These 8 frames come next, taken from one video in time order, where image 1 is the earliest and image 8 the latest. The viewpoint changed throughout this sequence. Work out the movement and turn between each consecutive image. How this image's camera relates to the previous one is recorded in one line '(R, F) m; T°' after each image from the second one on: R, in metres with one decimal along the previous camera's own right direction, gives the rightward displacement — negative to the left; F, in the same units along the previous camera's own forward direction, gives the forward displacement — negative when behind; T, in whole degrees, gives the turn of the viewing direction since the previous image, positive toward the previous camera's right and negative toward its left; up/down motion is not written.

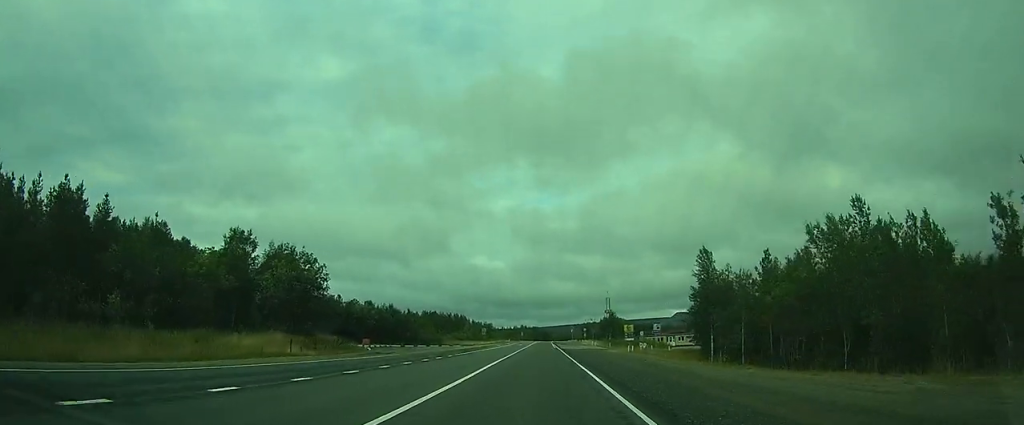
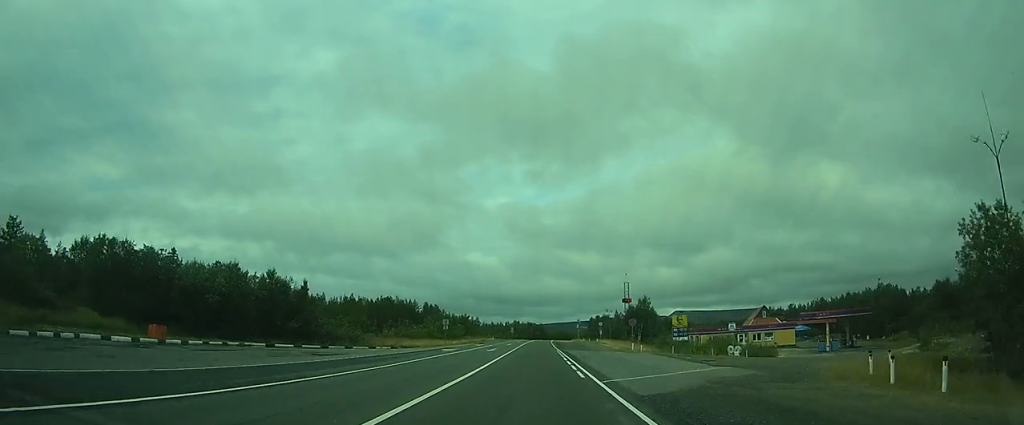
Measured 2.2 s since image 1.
(+0.3, +47.0) m; 0°
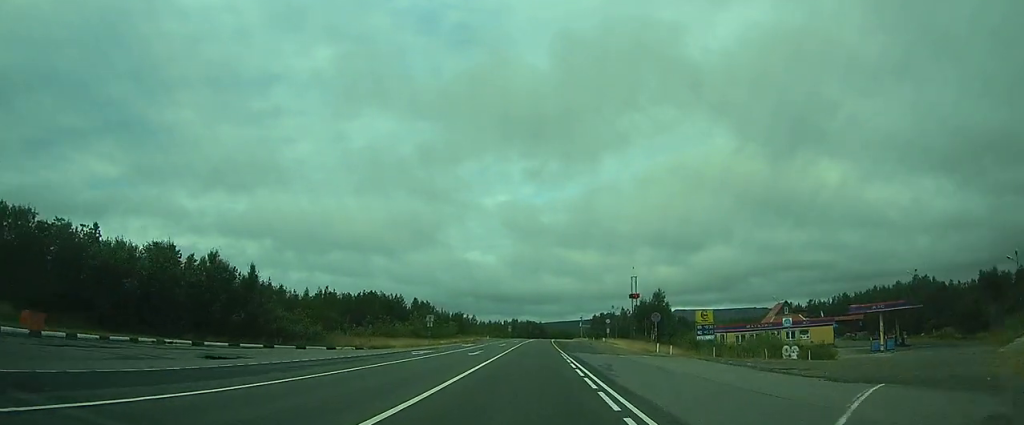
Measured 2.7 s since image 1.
(0.0, +11.3) m; 0°
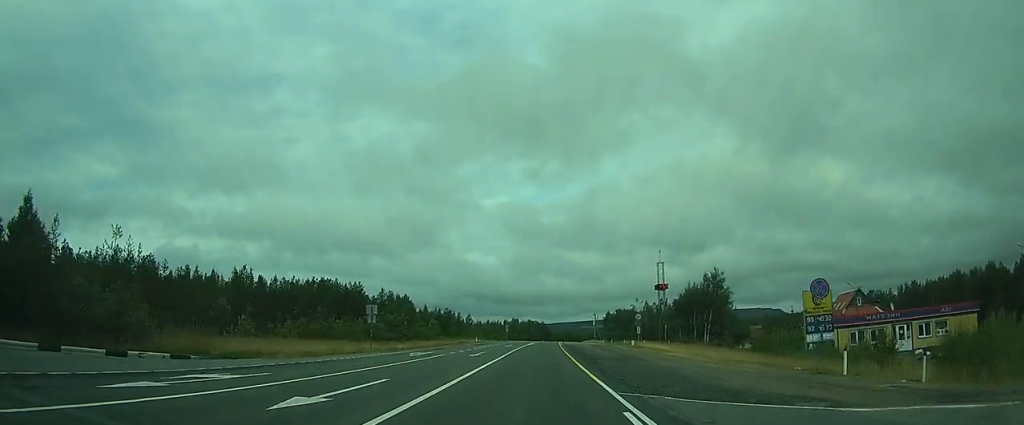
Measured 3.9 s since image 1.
(-0.3, +25.6) m; -1°
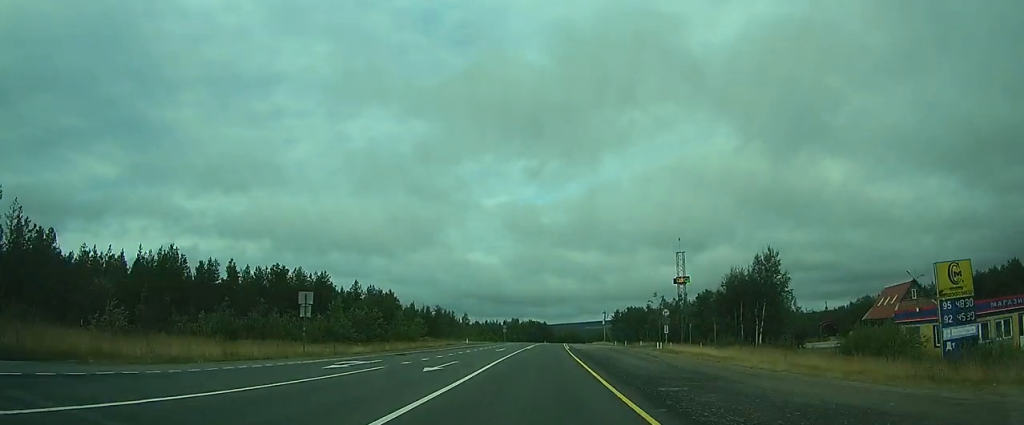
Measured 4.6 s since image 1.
(+0.1, +13.5) m; -1°
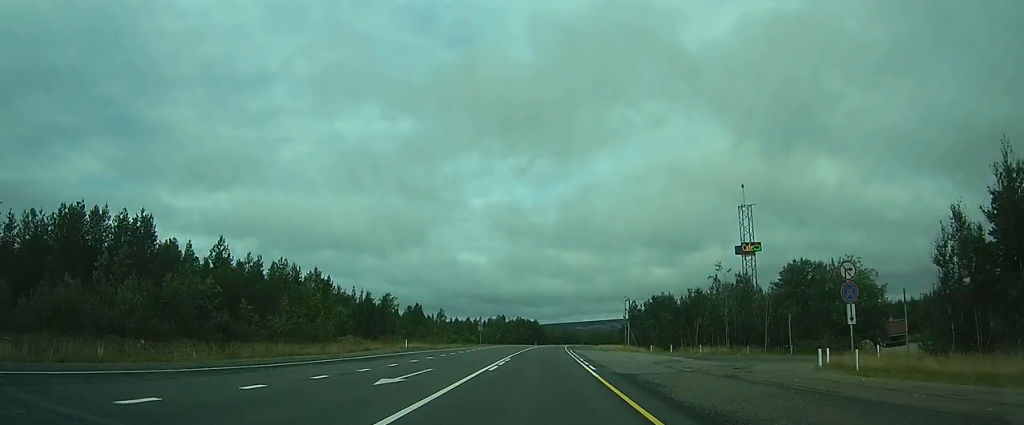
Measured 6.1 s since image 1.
(-0.4, +32.6) m; 0°
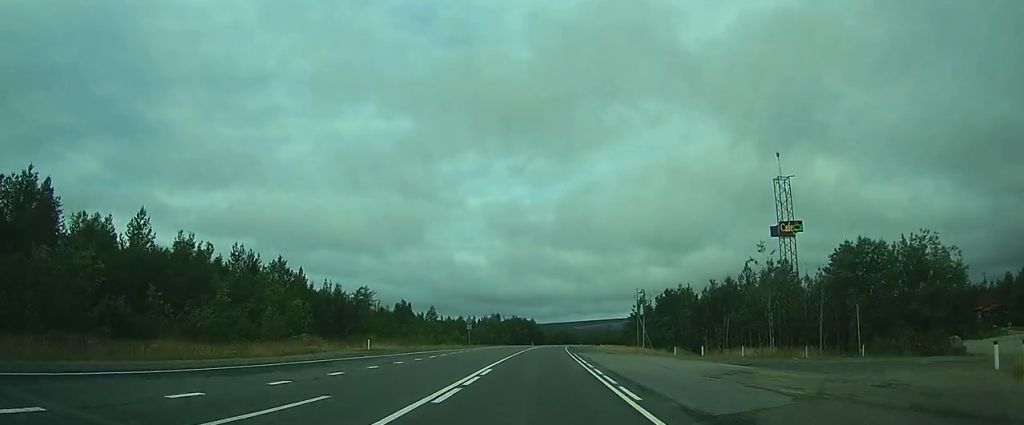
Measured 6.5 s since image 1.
(-0.2, +10.2) m; +1°
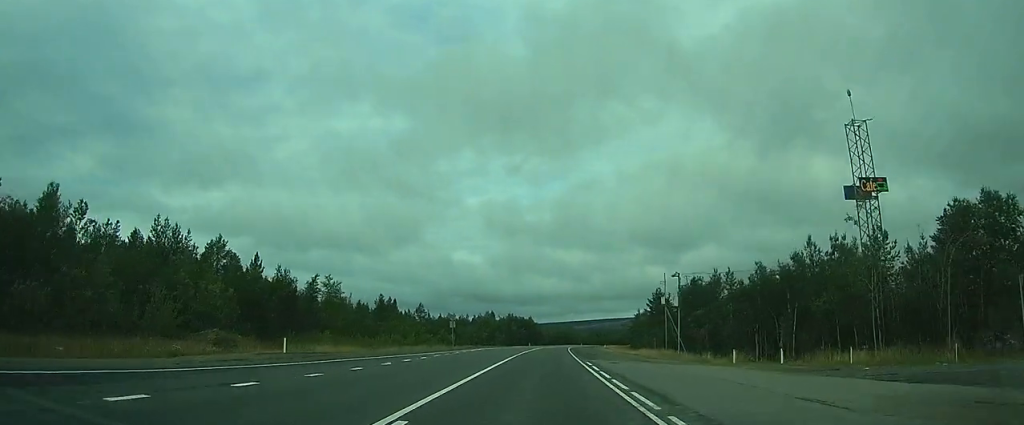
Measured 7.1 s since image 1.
(+0.4, +13.3) m; +2°
